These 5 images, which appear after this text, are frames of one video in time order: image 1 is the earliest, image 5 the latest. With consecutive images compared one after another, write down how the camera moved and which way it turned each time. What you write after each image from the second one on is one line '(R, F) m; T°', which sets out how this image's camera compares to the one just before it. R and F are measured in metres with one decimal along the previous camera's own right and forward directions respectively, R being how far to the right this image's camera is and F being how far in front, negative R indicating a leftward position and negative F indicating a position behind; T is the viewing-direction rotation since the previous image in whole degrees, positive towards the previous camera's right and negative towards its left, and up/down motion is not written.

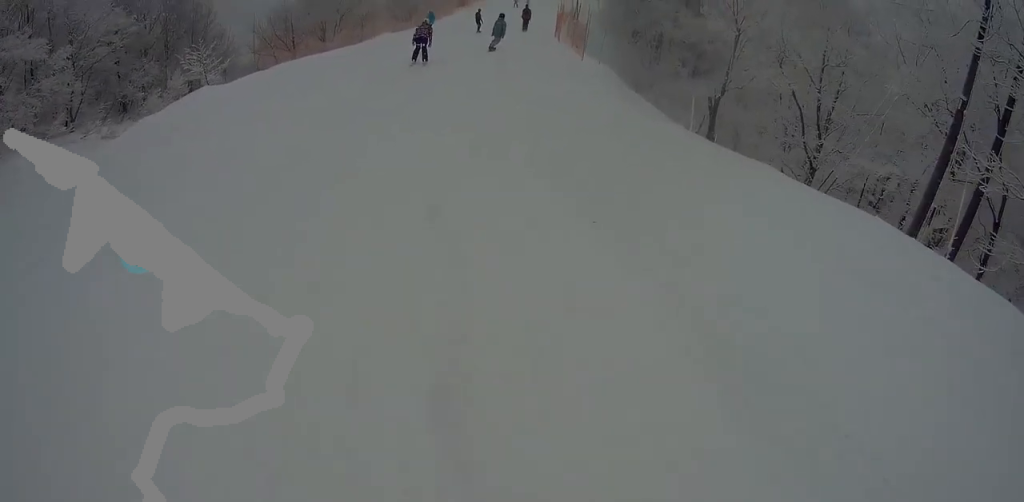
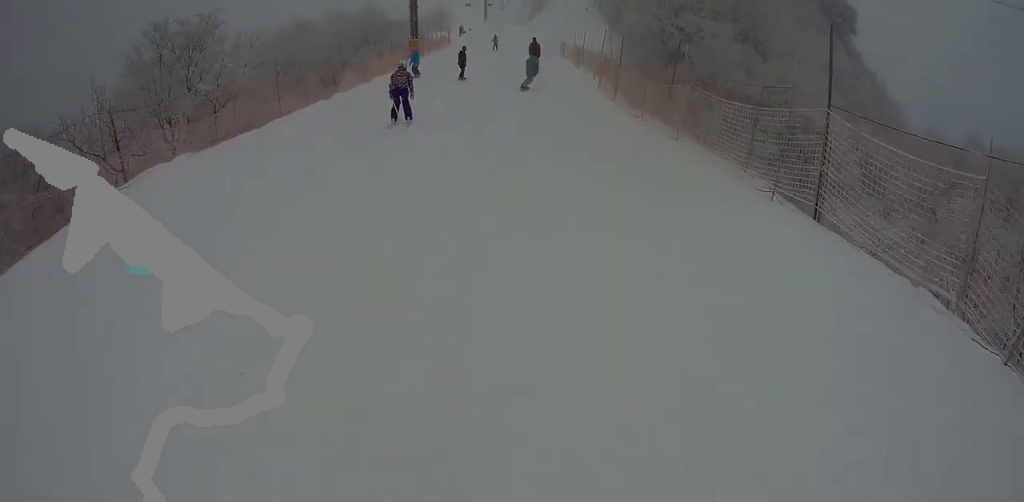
(+2.9, +22.6) m; +14°
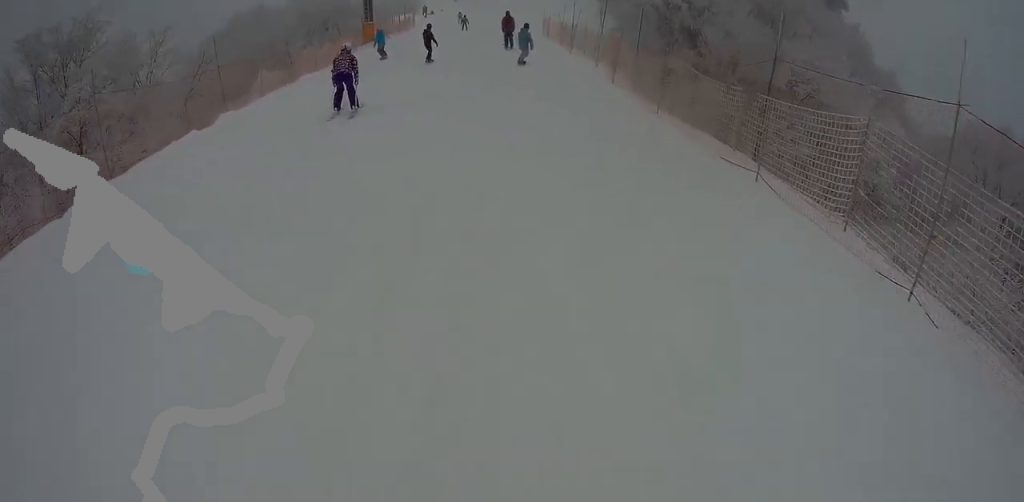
(+0.1, +7.2) m; +3°
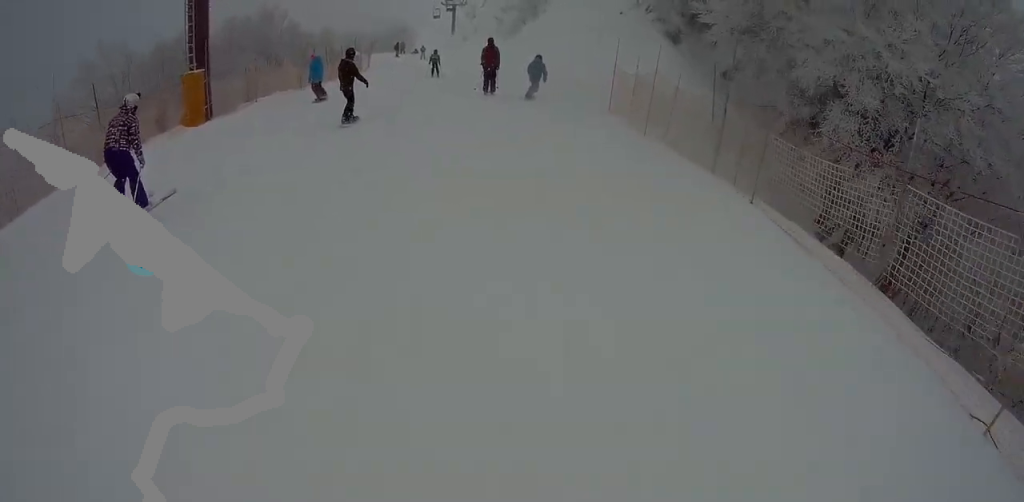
(+0.2, +22.1) m; 0°
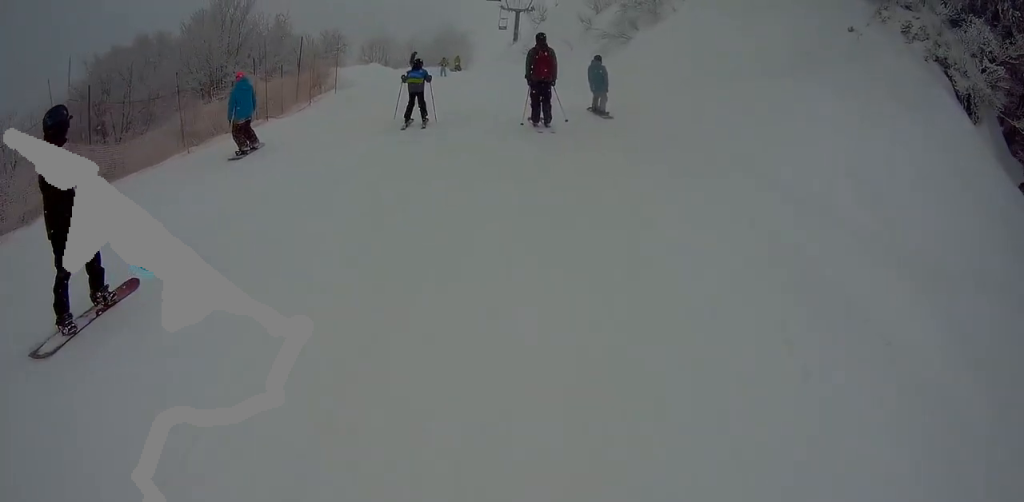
(-2.3, +18.4) m; -16°
